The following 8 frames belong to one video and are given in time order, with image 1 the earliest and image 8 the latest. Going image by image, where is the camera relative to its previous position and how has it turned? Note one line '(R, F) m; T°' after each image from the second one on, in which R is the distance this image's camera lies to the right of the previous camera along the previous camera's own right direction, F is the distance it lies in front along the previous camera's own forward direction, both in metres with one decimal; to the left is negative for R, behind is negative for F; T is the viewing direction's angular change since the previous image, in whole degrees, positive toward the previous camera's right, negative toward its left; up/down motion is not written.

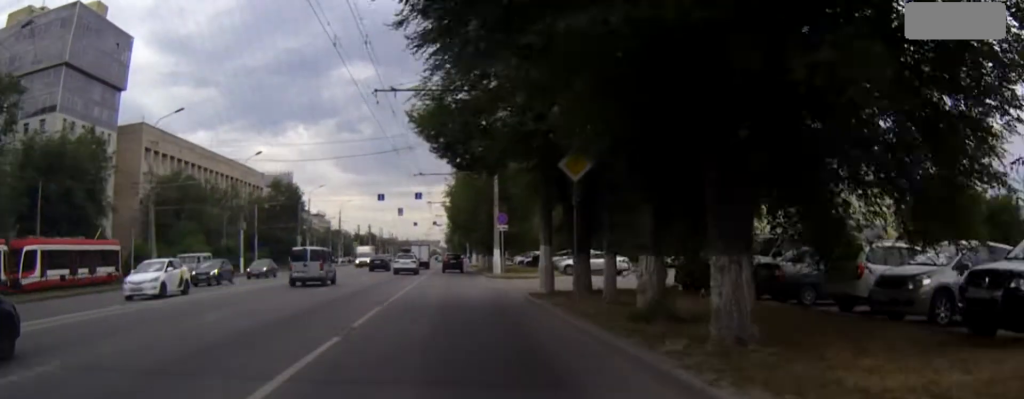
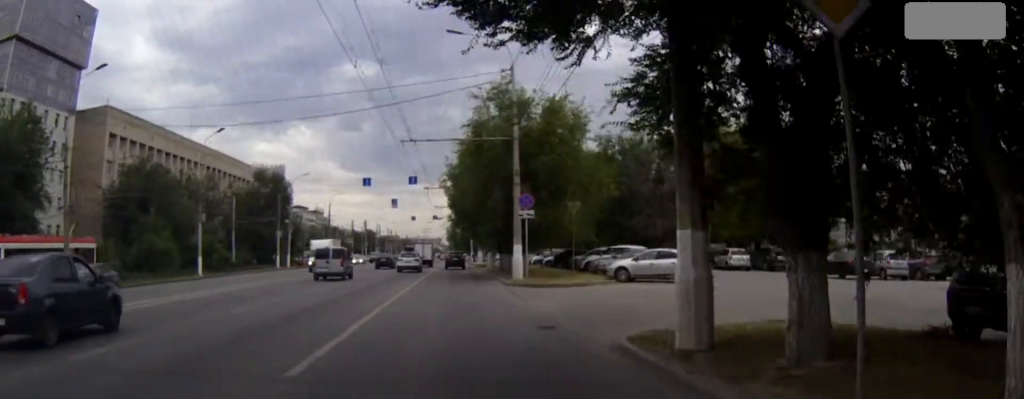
(-0.1, +13.9) m; 0°
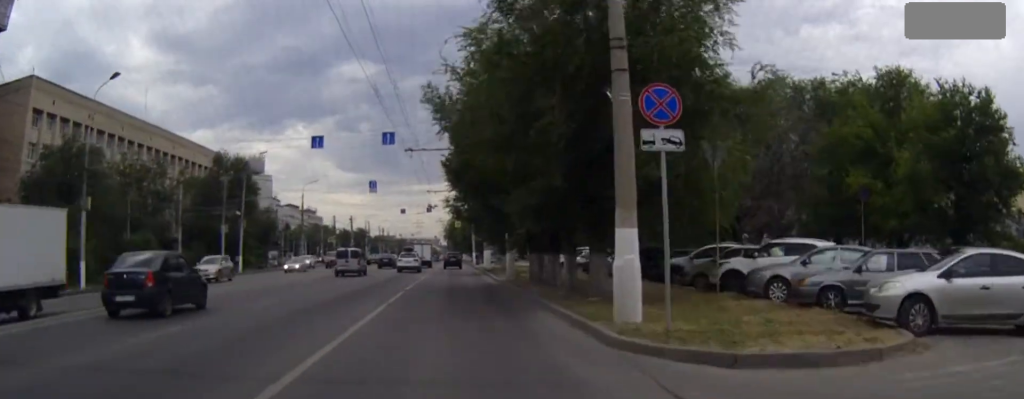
(+0.1, +21.6) m; +1°
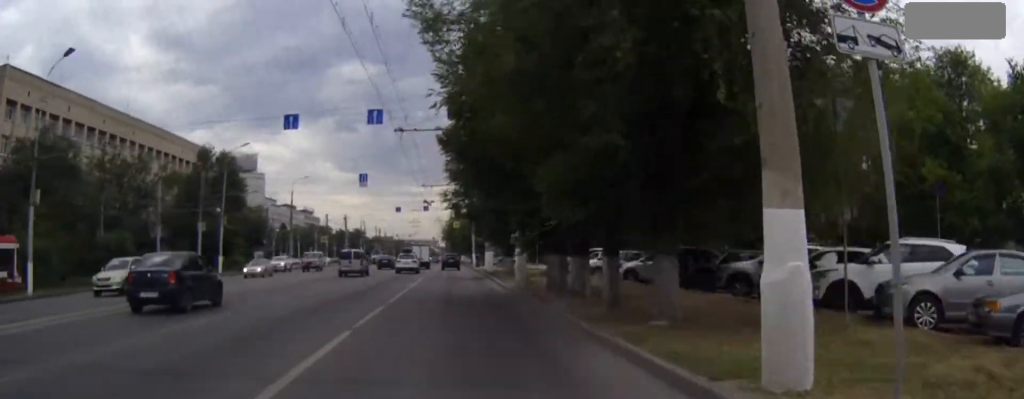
(0.0, +6.3) m; 0°
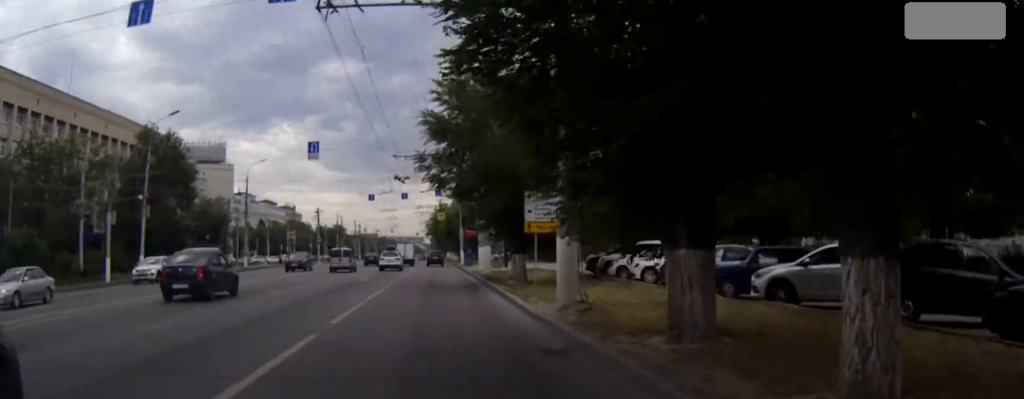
(+0.2, +16.1) m; 0°
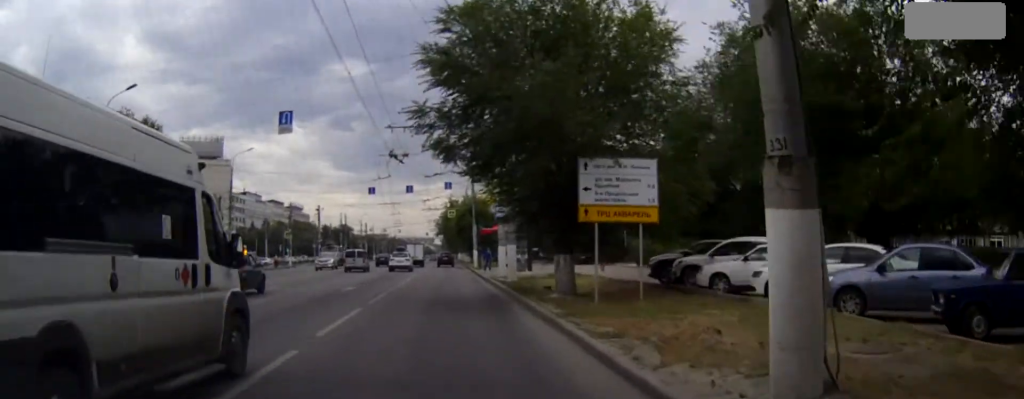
(0.0, +10.1) m; 0°
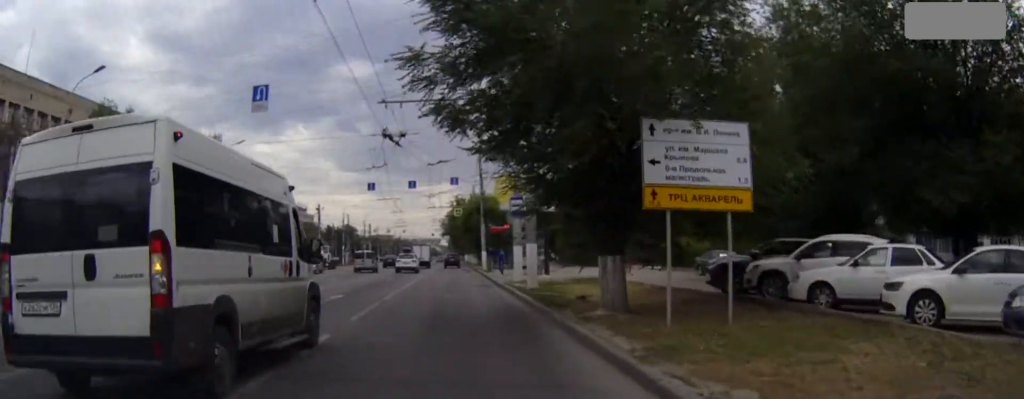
(-0.1, +5.7) m; 0°
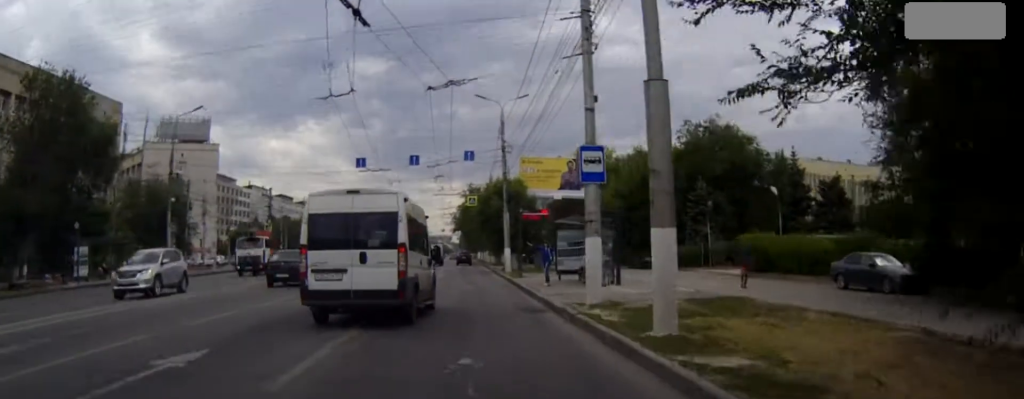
(0.0, +15.5) m; 0°
